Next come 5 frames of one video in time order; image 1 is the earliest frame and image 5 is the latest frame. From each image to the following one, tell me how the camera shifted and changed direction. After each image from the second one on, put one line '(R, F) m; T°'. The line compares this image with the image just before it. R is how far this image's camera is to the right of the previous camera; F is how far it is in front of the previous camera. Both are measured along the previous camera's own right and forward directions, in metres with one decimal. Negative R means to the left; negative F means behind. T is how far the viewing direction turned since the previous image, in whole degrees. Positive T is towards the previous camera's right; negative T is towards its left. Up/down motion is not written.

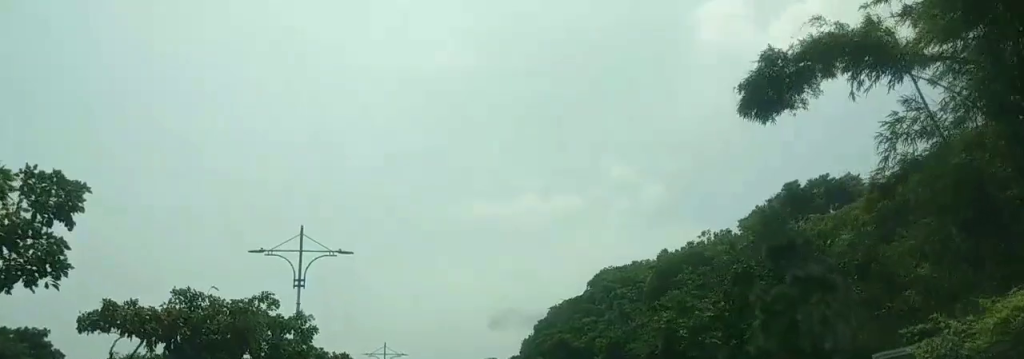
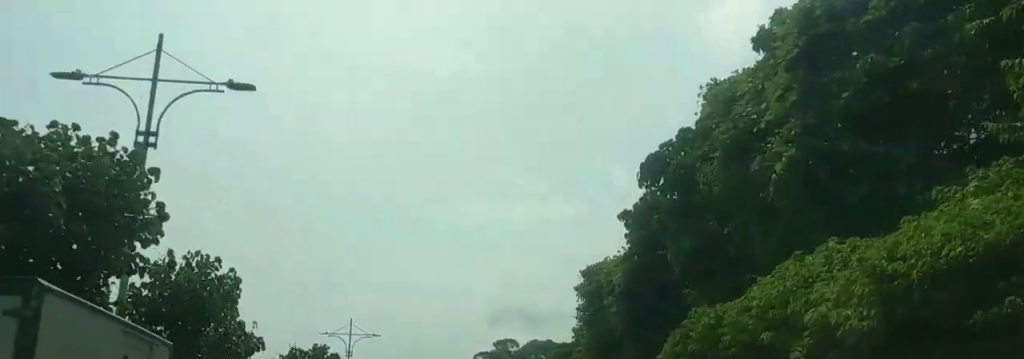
(+2.1, +56.7) m; +3°
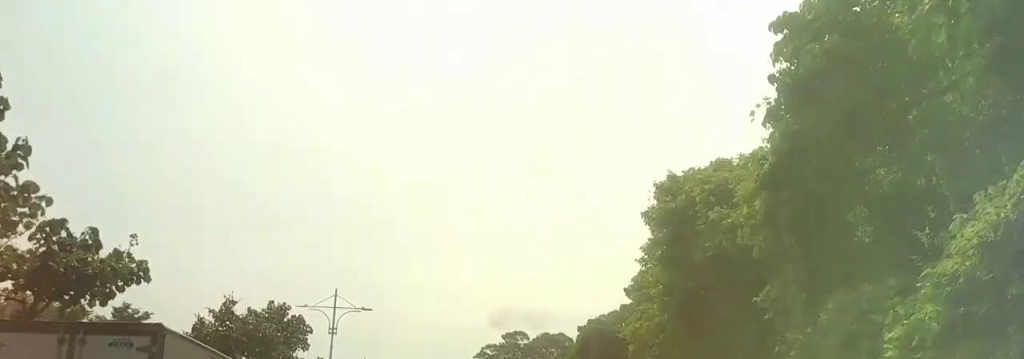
(-0.4, +10.5) m; -2°
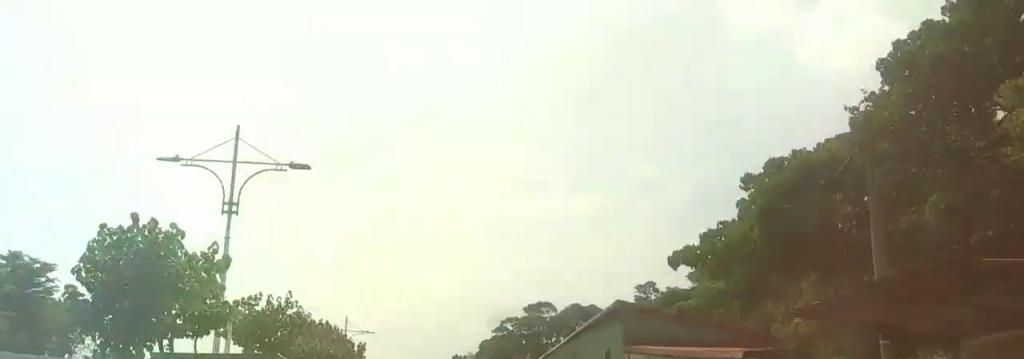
(-0.6, +22.9) m; -2°
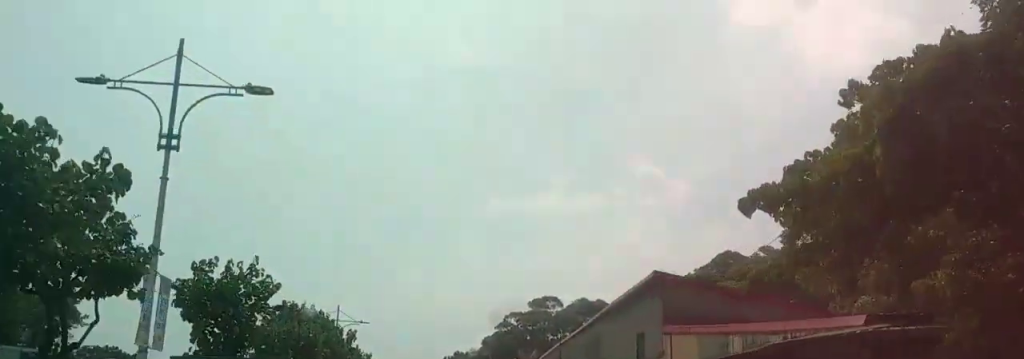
(+0.1, +5.0) m; -1°
